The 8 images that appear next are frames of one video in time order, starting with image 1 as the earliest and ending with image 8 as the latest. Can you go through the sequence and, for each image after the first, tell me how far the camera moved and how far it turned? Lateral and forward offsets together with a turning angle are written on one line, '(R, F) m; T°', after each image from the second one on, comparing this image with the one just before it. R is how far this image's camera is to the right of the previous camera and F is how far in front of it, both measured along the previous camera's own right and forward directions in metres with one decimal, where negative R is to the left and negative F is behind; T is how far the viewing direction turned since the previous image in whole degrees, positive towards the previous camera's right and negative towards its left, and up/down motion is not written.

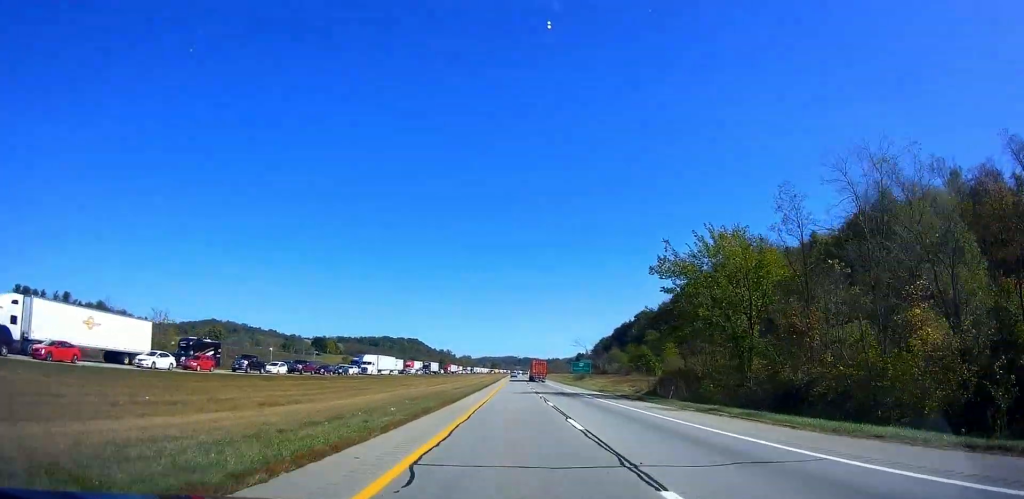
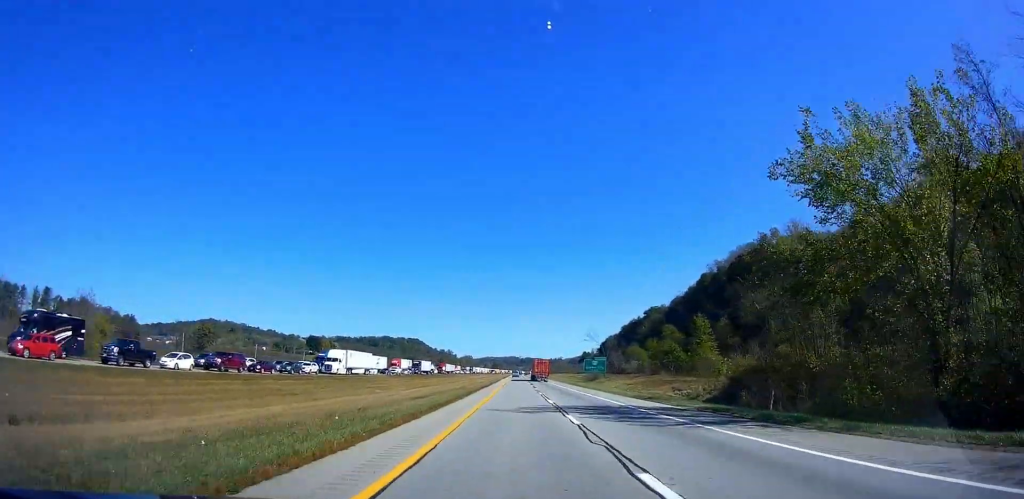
(0.0, +22.6) m; 0°
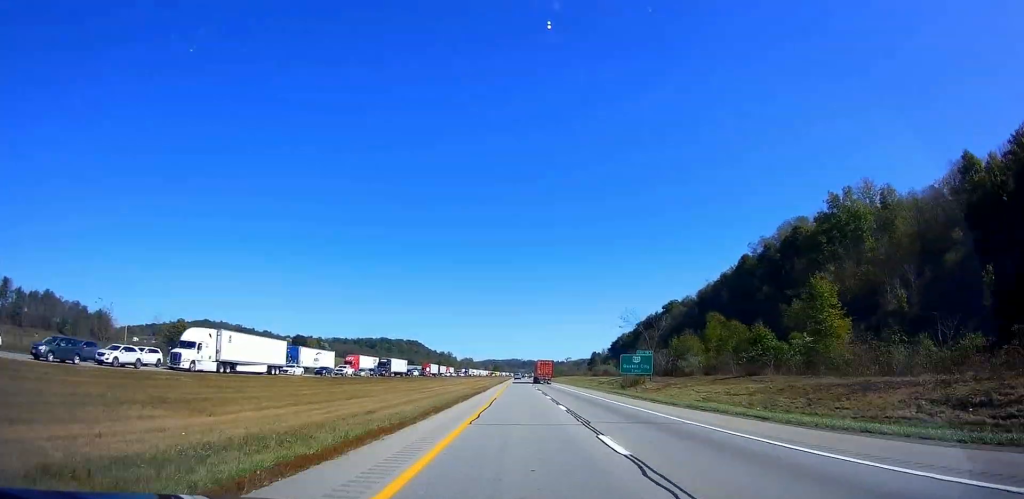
(0.0, +41.9) m; 0°
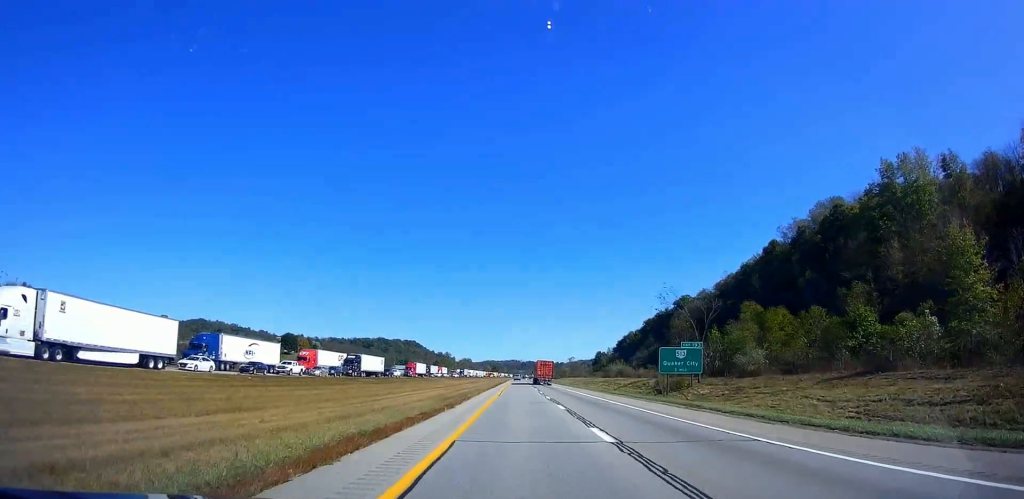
(0.0, +23.7) m; +1°
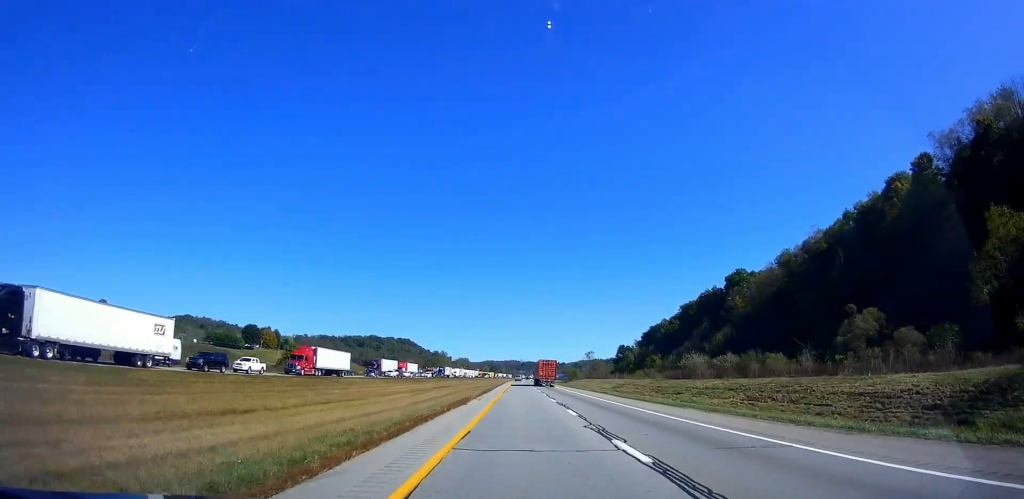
(+0.9, +75.1) m; 0°
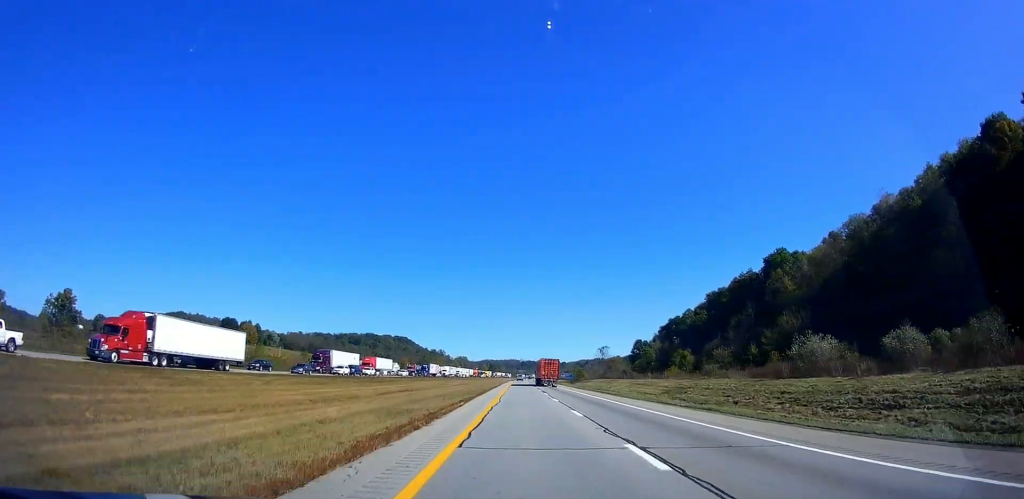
(-0.3, +36.5) m; 0°
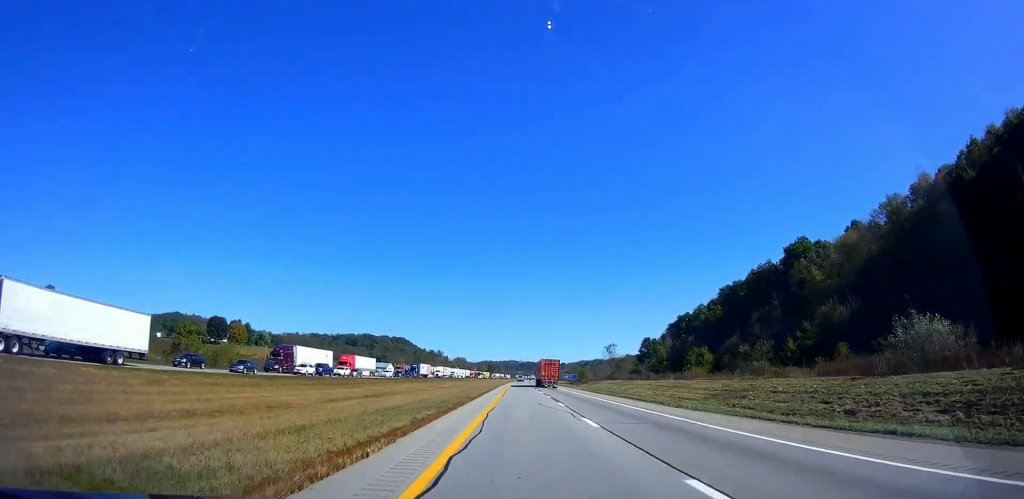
(0.0, +15.1) m; 0°
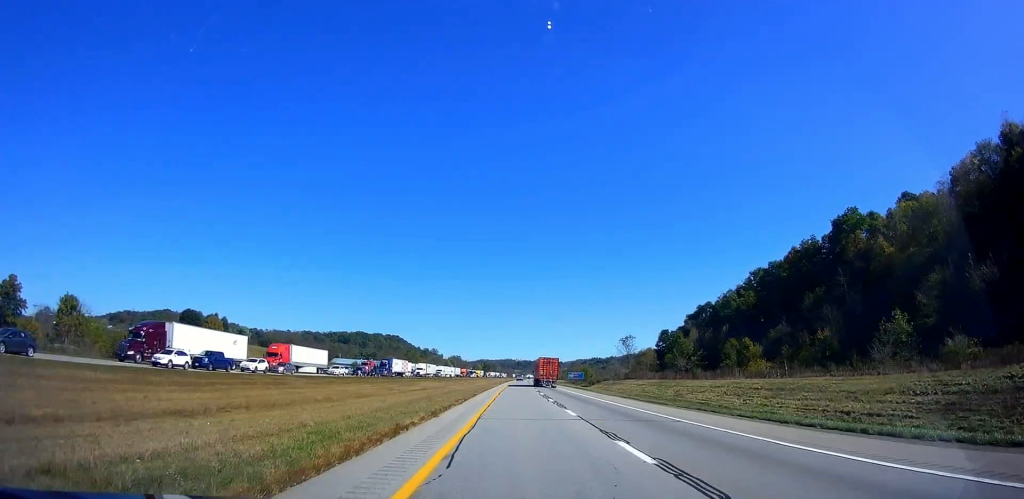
(0.0, +31.1) m; +1°
